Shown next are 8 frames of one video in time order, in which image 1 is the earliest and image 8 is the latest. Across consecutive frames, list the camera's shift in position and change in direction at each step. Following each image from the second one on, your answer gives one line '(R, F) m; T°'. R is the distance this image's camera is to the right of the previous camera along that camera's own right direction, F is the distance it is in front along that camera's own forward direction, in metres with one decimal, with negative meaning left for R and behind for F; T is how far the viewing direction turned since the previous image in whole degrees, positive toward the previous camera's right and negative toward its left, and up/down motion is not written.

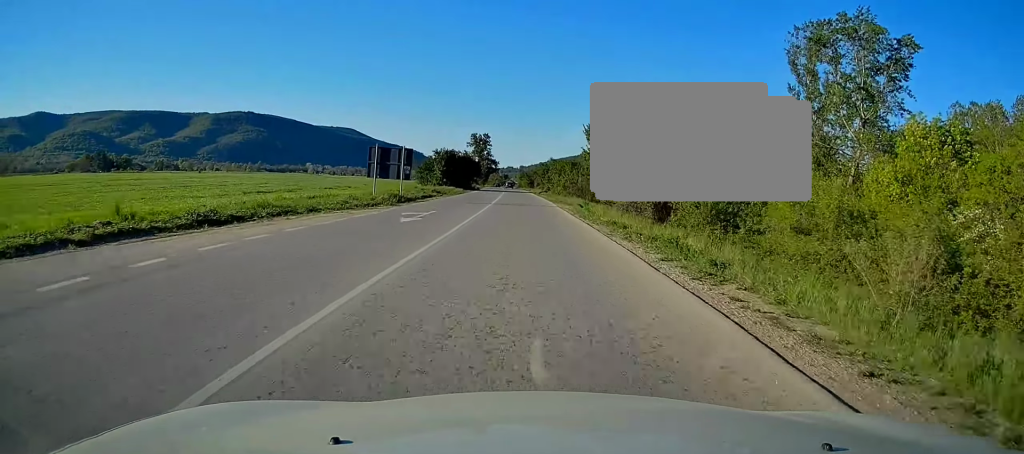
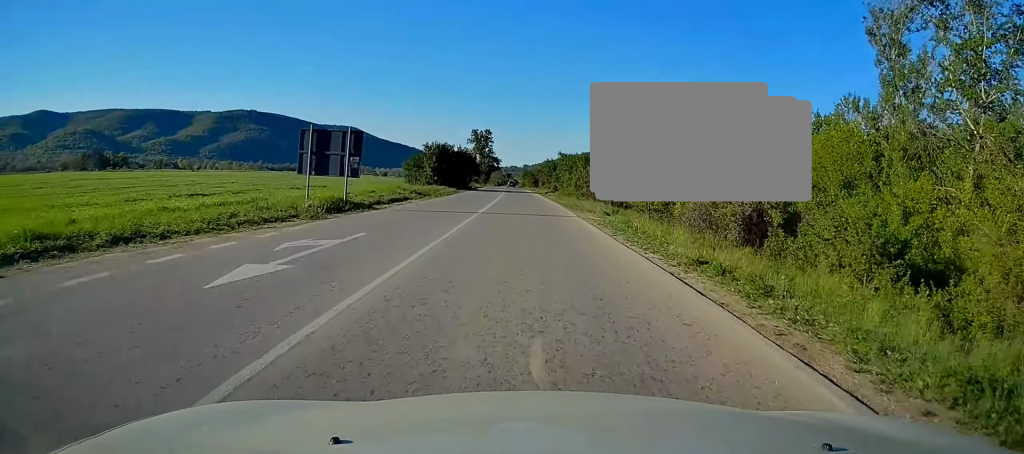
(0.0, +12.0) m; 0°
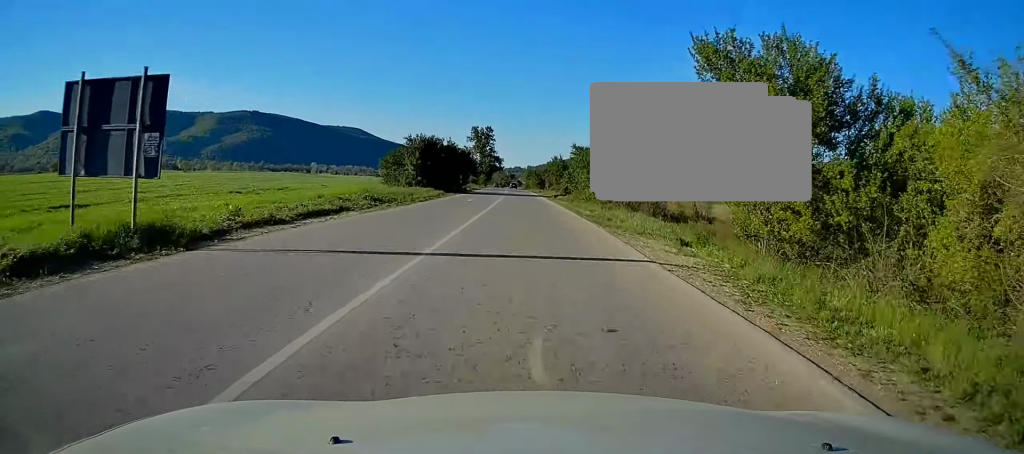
(-0.1, +14.2) m; -1°
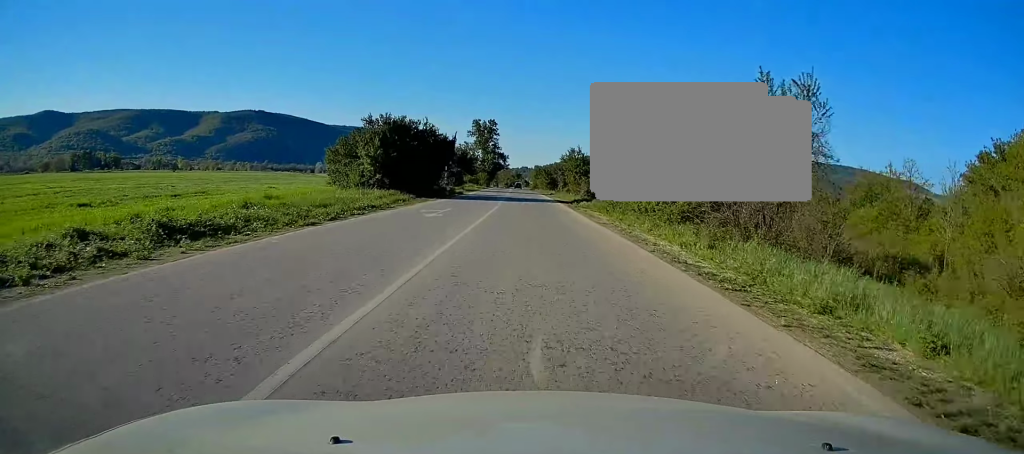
(-0.1, +19.4) m; -1°
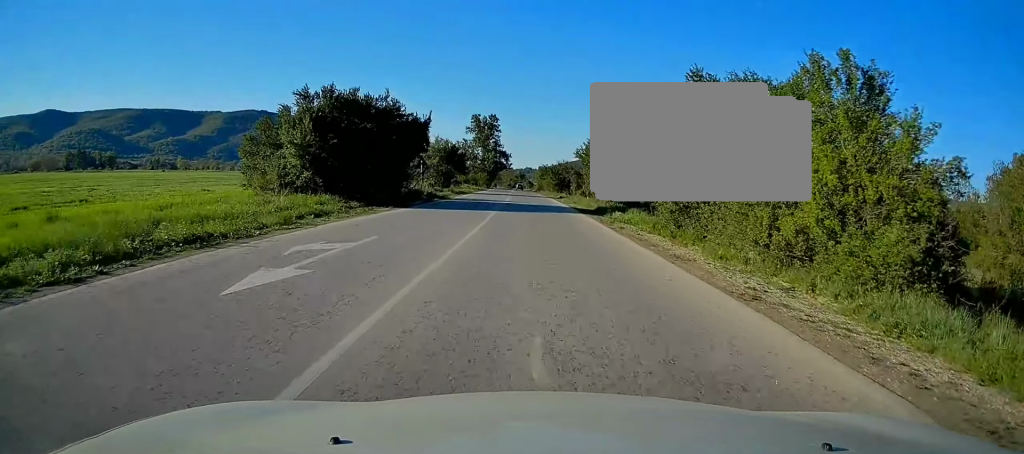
(-0.1, +14.4) m; 0°
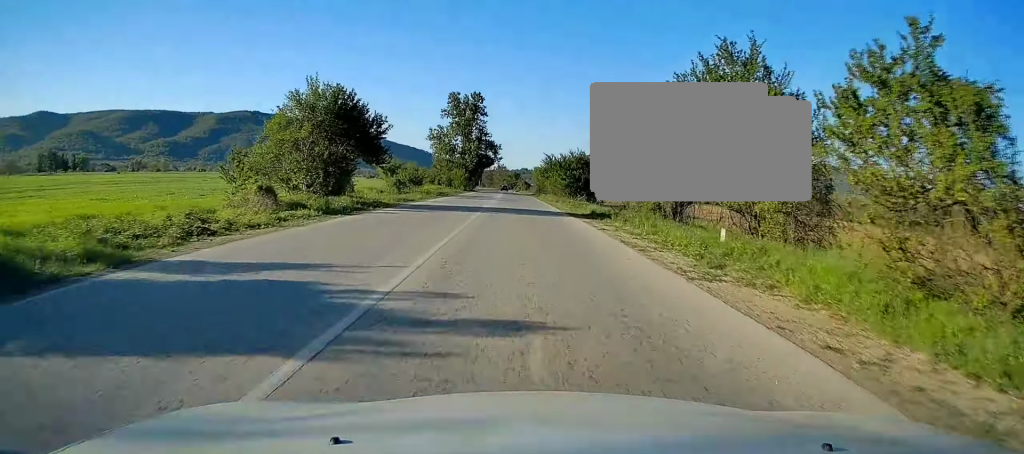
(+0.1, +36.5) m; 0°
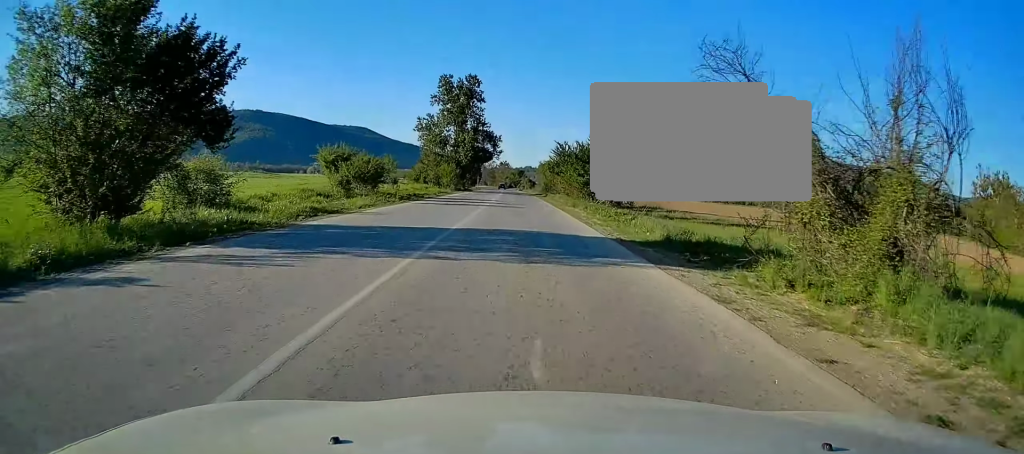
(-0.2, +16.4) m; 0°
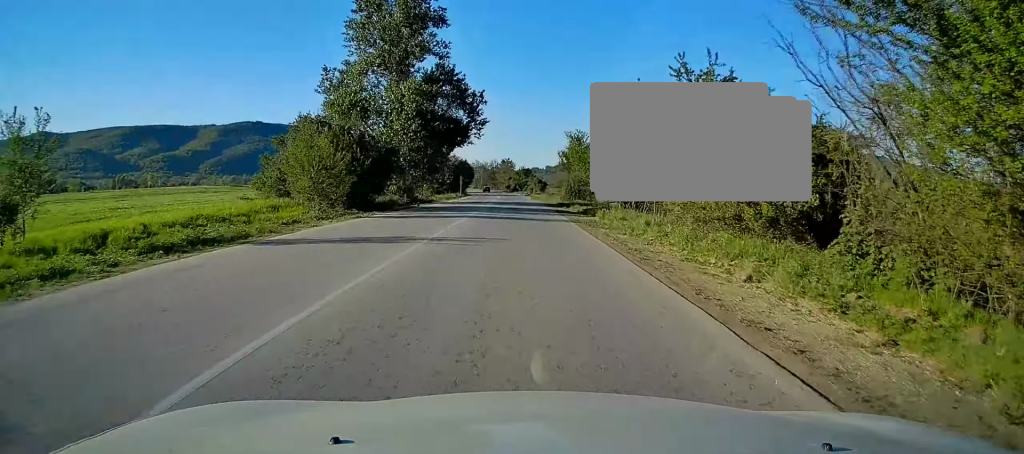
(-0.1, +47.2) m; 0°
